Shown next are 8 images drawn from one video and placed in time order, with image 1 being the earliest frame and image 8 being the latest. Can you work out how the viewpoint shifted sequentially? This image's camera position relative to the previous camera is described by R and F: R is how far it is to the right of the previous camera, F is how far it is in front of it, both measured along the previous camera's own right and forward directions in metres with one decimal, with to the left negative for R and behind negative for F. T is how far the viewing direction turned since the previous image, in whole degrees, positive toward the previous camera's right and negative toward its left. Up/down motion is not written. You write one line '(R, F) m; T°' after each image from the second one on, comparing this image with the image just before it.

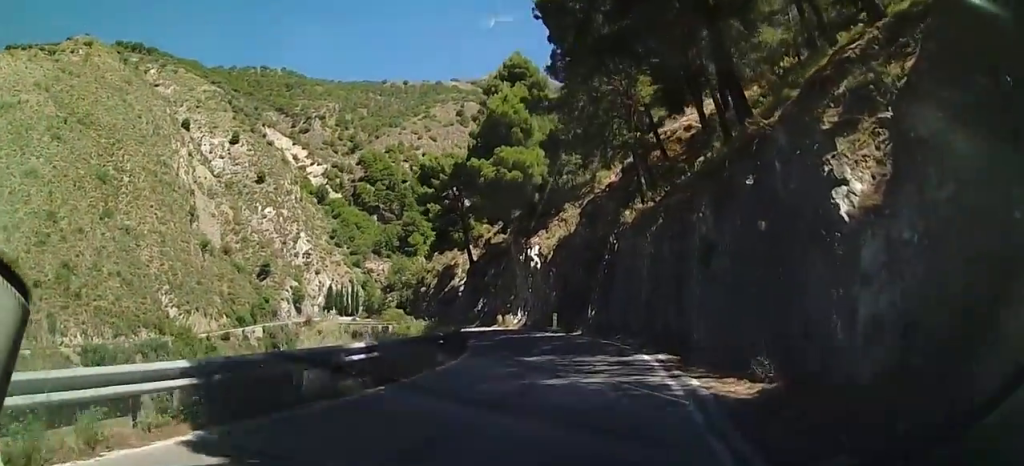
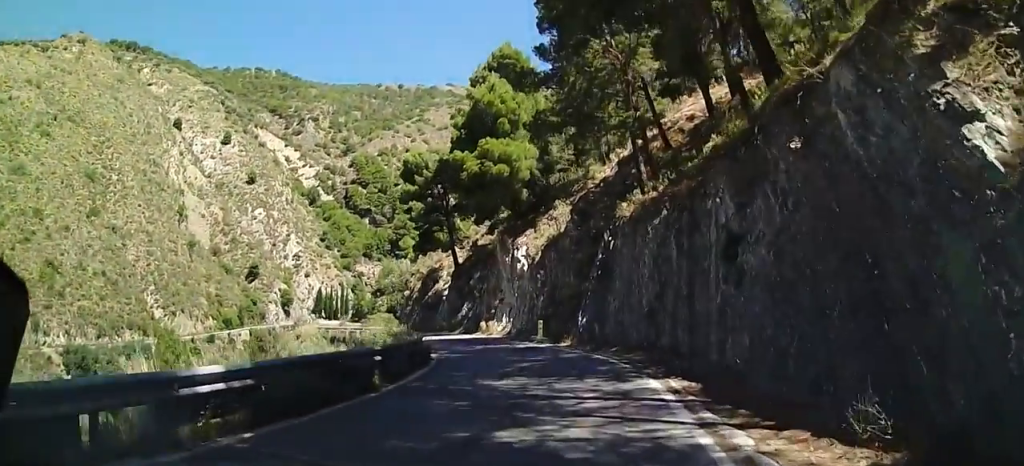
(+0.3, +3.5) m; +3°
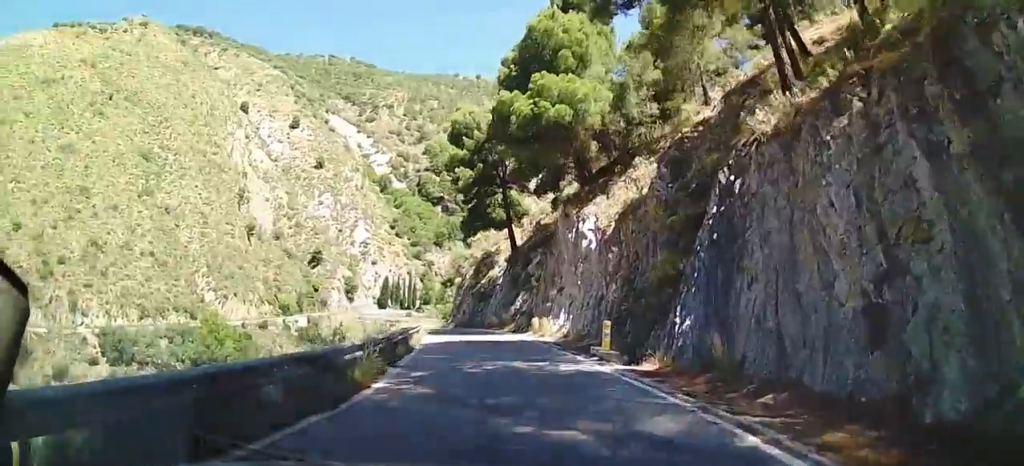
(+0.4, +10.4) m; -3°
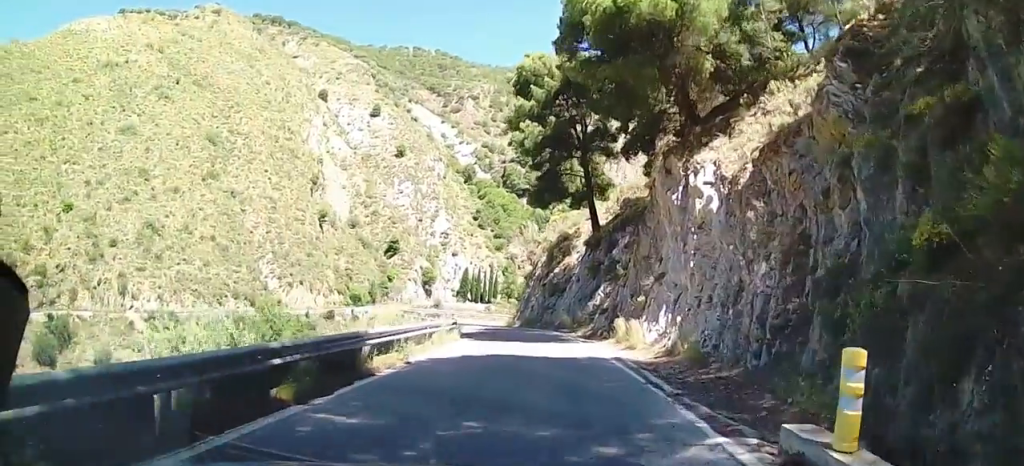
(-1.0, +10.9) m; -6°
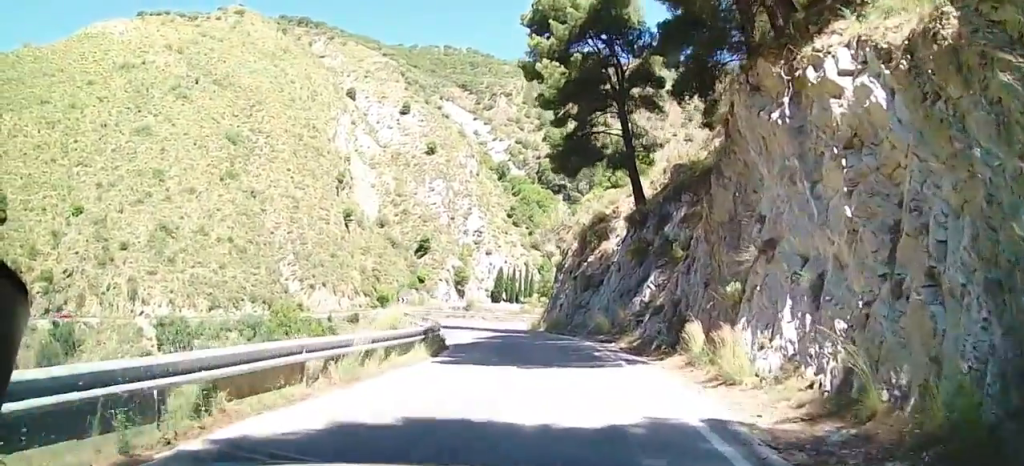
(-0.1, +9.2) m; -3°
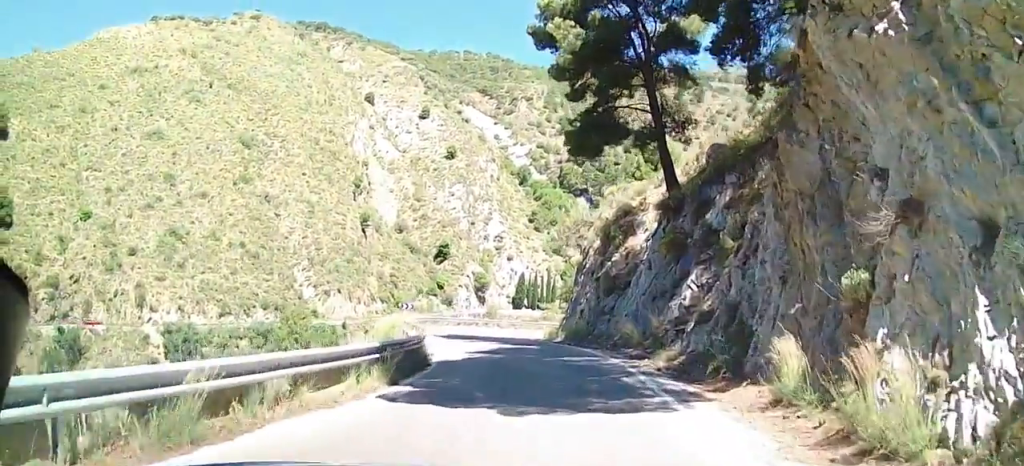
(-0.2, +4.6) m; -2°
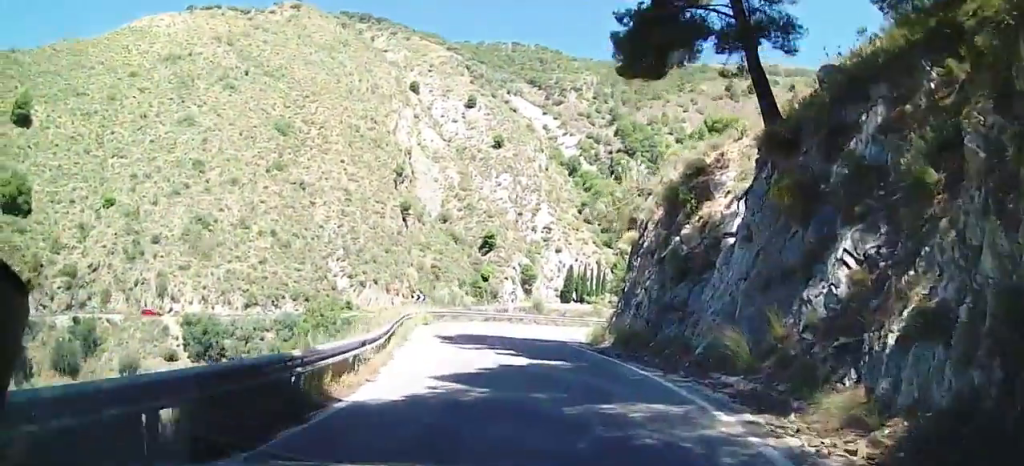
(-0.2, +8.5) m; -2°
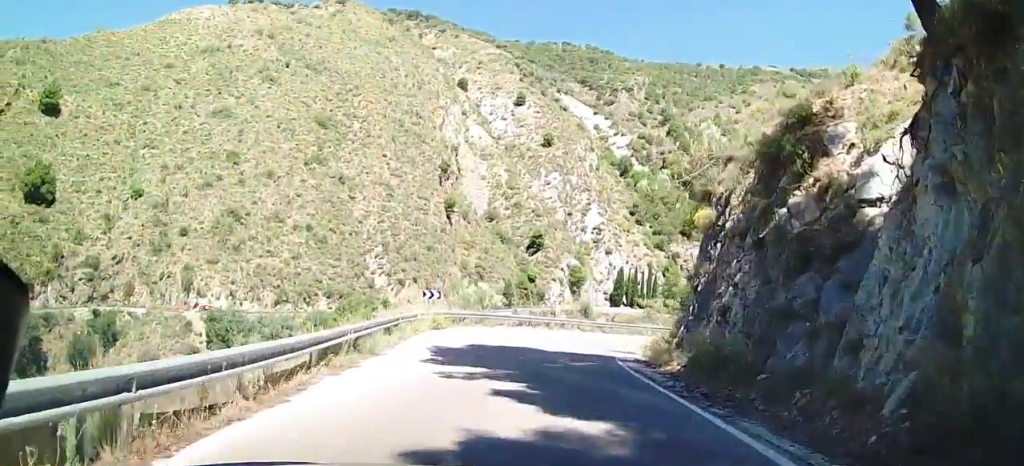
(0.0, +7.0) m; -1°
